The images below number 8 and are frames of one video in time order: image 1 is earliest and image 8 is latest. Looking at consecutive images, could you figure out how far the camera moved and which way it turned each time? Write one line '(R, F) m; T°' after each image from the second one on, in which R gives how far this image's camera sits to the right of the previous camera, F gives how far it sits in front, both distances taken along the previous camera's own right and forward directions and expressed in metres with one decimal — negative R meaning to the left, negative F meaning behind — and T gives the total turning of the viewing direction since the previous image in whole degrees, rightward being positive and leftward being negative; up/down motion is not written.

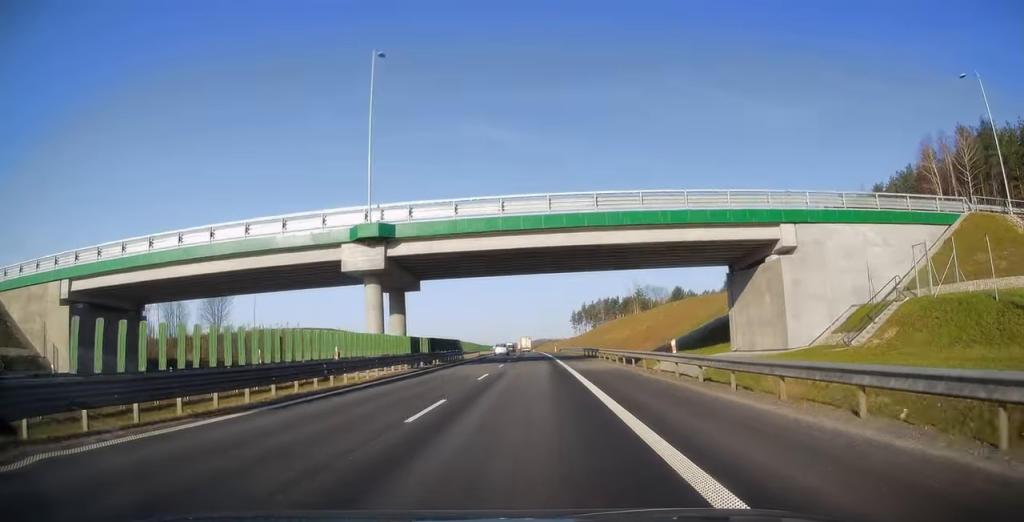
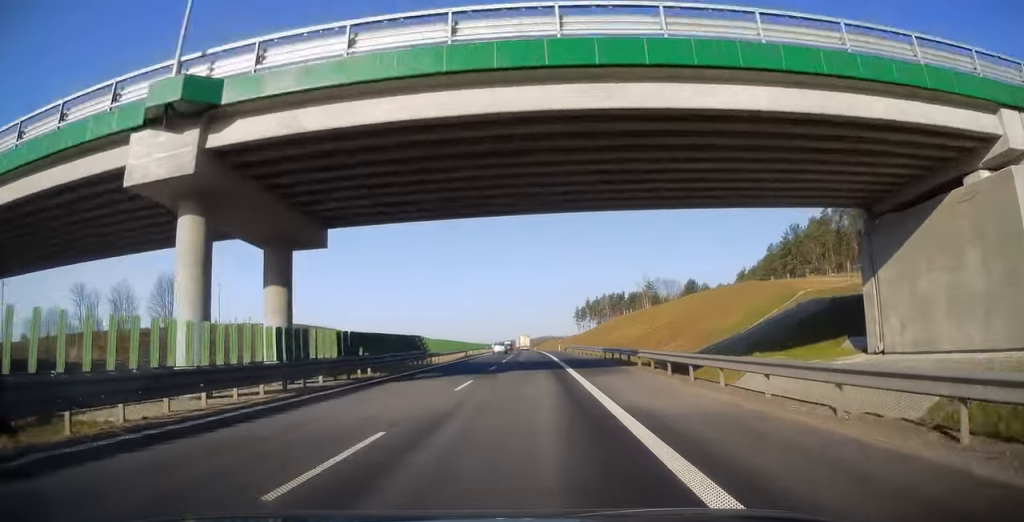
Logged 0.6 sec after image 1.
(0.0, +17.3) m; -1°
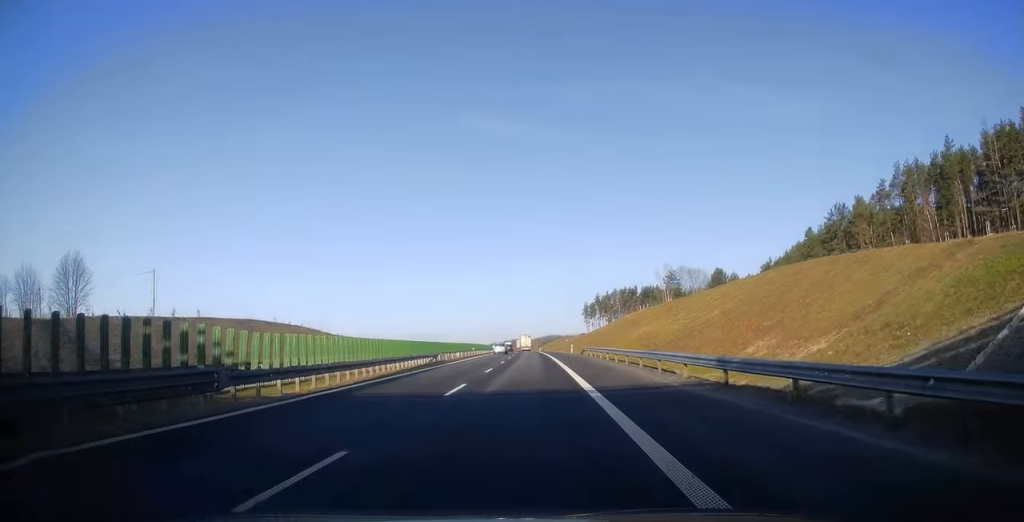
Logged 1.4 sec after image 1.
(-0.2, +25.5) m; -1°
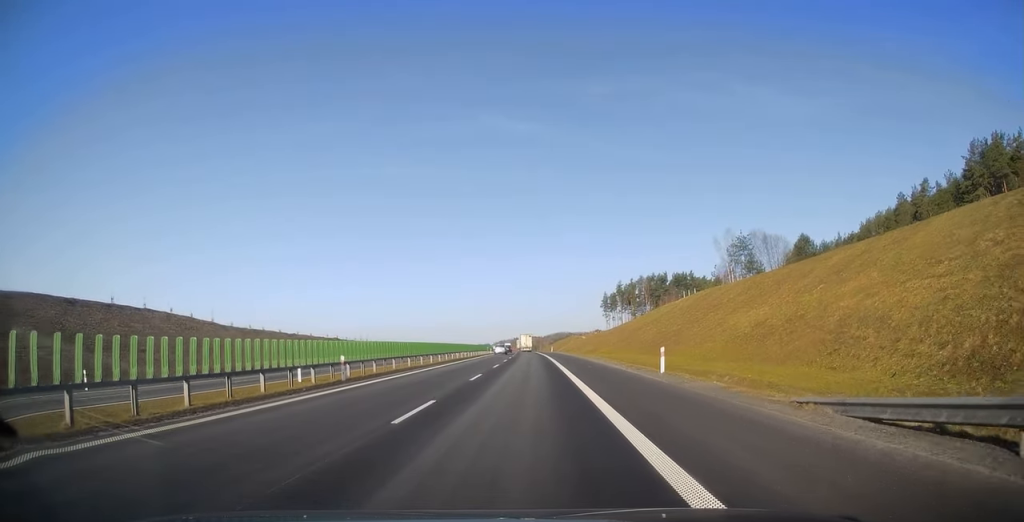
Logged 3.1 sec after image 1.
(-1.1, +53.1) m; -2°
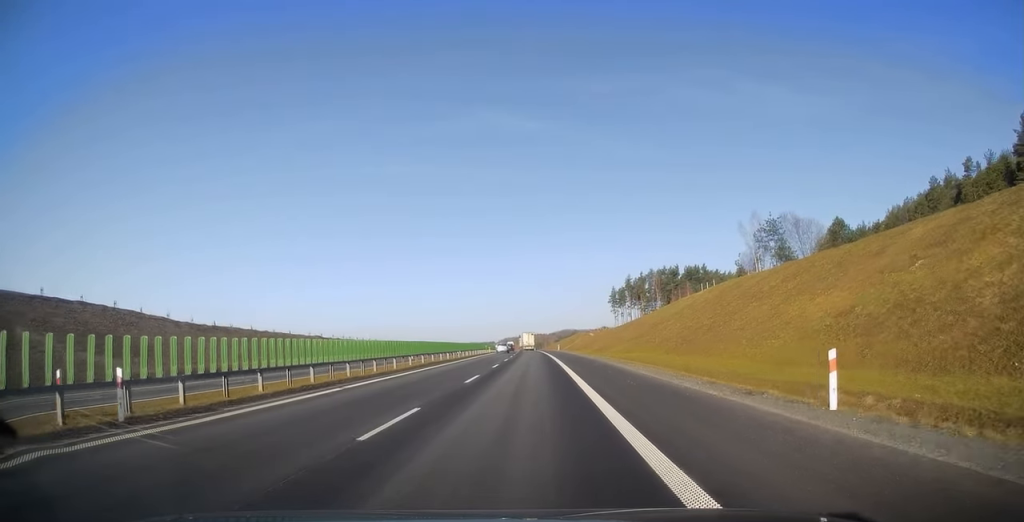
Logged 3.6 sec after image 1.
(0.0, +13.8) m; 0°
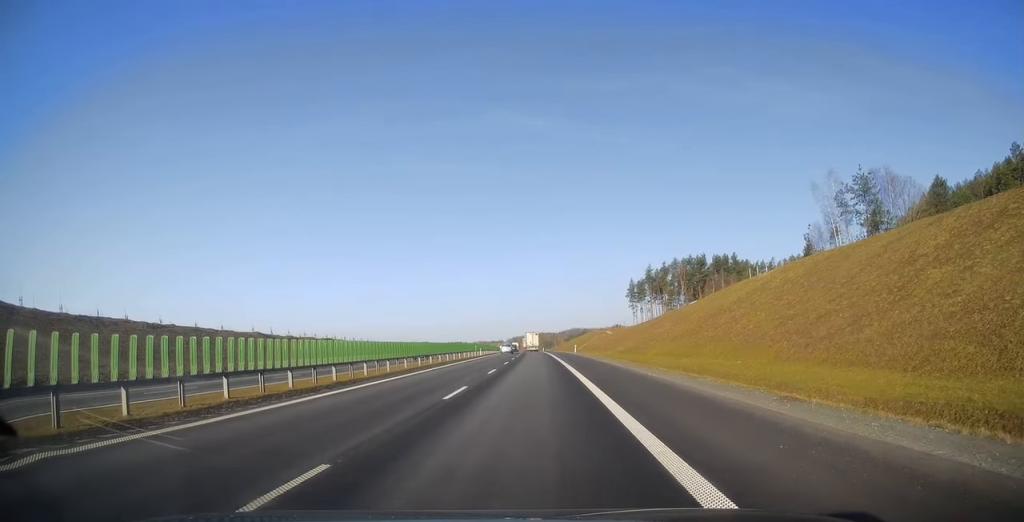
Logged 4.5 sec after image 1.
(+0.1, +29.6) m; 0°
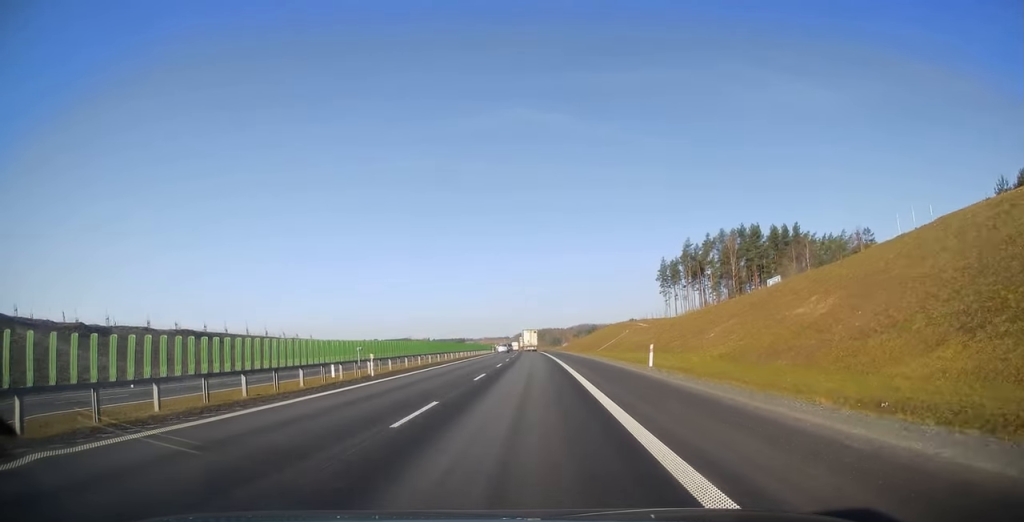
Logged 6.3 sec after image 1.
(-0.5, +52.7) m; -1°
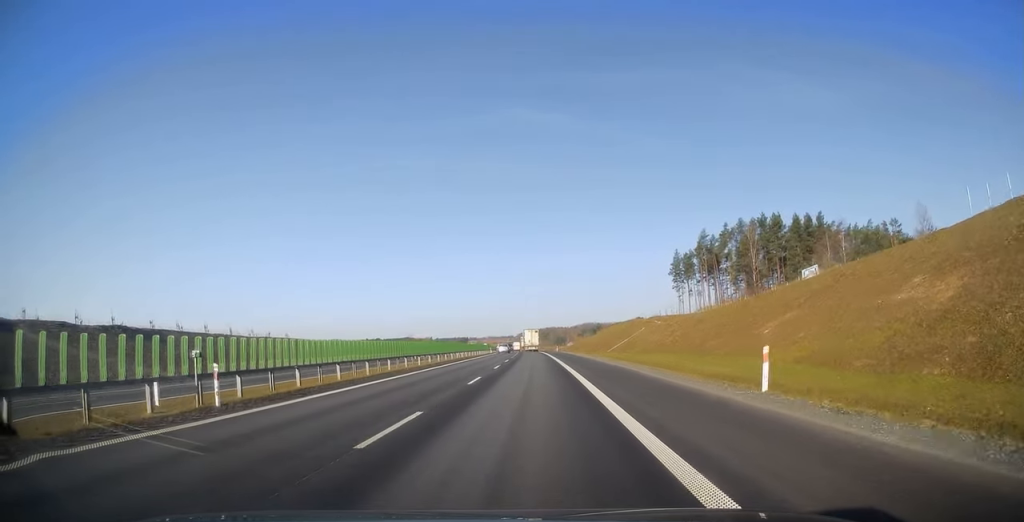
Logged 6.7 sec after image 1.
(-0.1, +13.8) m; 0°
